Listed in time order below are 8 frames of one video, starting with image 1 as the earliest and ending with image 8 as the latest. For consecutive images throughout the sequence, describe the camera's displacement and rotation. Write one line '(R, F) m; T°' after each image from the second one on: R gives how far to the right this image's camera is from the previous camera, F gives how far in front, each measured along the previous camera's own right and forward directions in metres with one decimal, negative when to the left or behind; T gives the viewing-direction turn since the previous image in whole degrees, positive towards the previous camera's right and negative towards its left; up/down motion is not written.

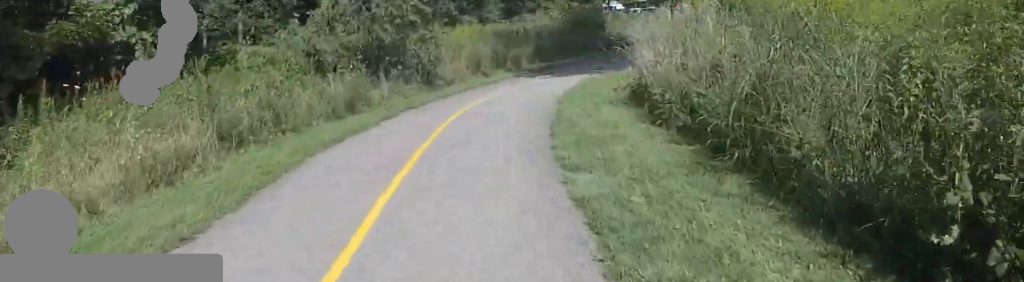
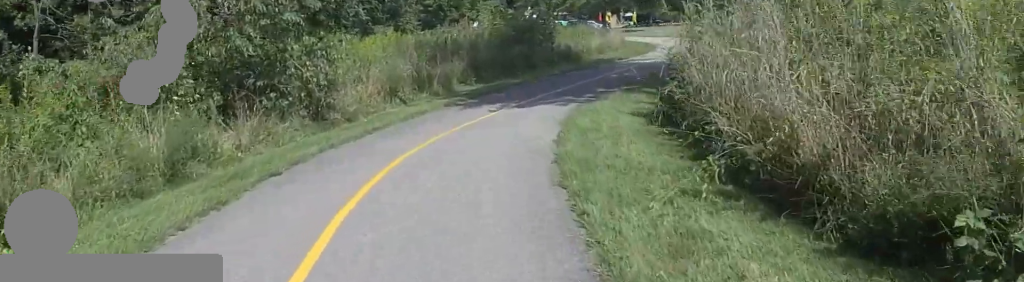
(+0.6, +4.8) m; +17°
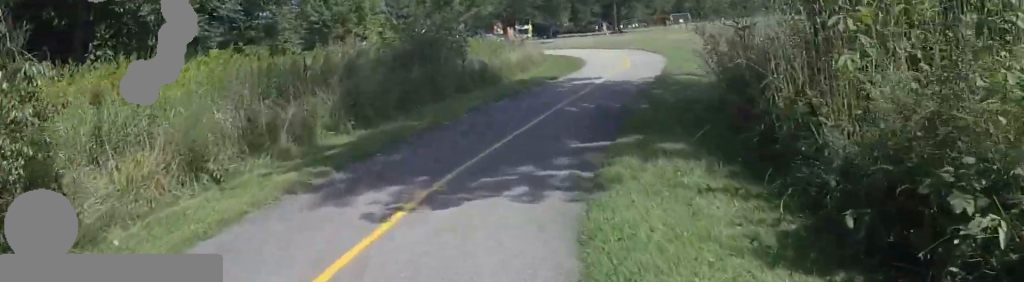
(+0.9, +5.1) m; +19°
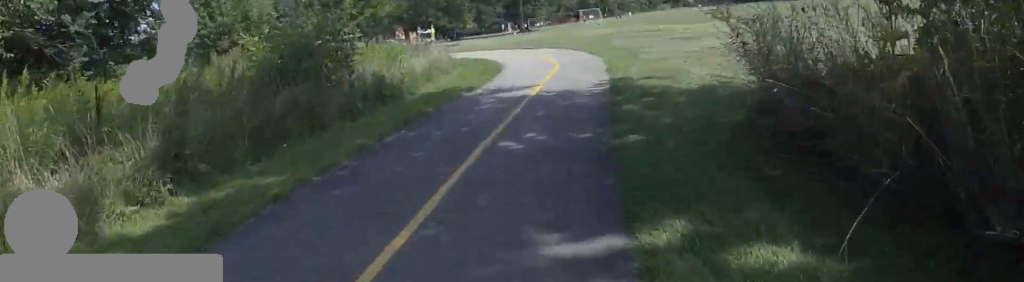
(+0.4, +3.4) m; +8°
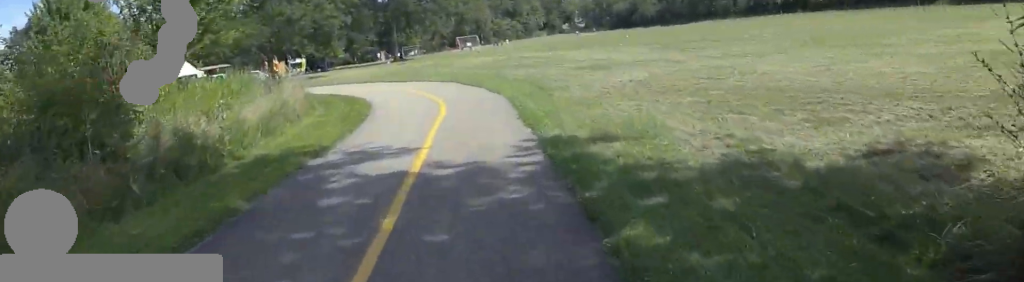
(+0.3, +4.0) m; -4°
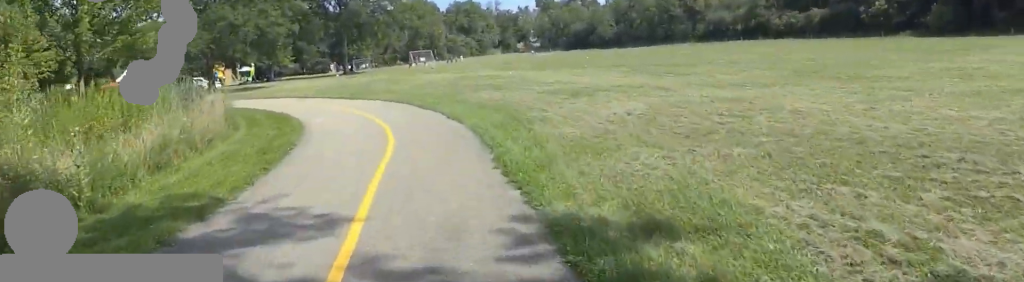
(+0.5, +2.7) m; -5°
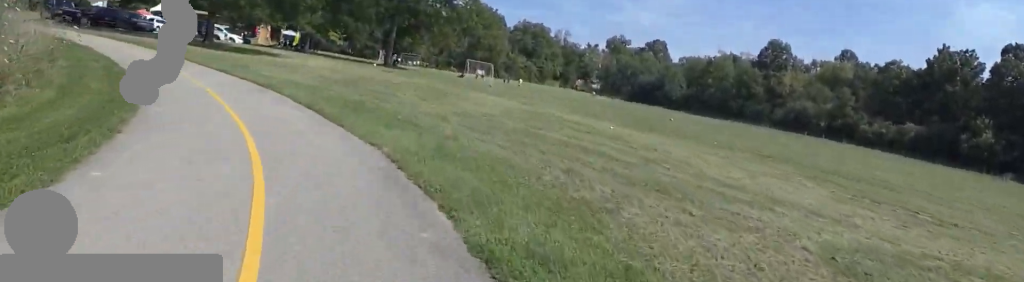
(-0.7, +10.8) m; -11°
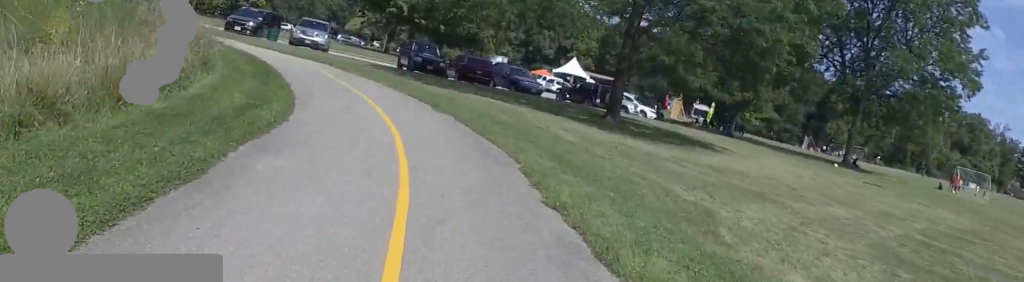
(-3.5, +12.4) m; -24°
